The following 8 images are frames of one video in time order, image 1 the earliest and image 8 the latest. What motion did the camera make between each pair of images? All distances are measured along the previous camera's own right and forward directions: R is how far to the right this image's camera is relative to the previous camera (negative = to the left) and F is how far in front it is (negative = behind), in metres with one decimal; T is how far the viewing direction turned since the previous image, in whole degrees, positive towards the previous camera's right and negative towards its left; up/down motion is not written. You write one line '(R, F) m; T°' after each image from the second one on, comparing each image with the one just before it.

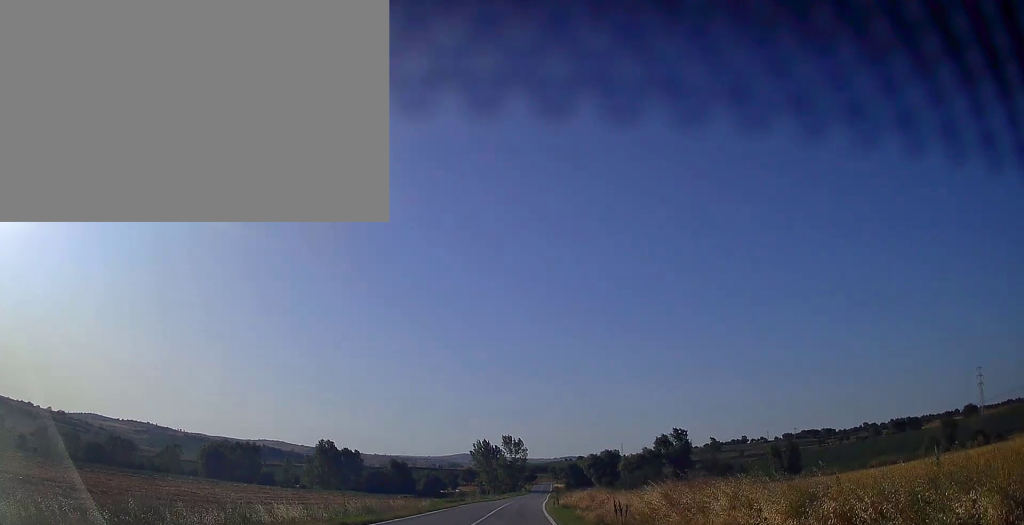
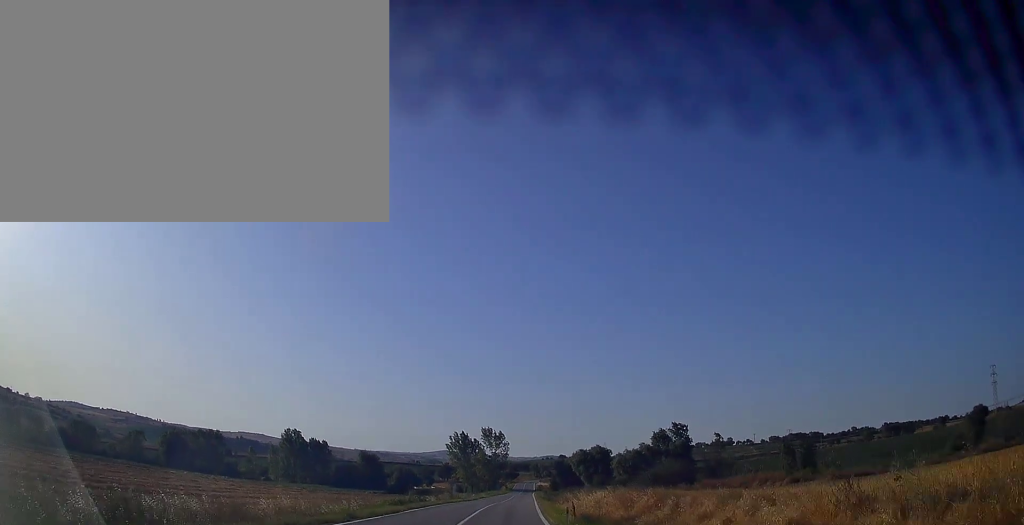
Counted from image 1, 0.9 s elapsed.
(+0.5, +18.3) m; +2°
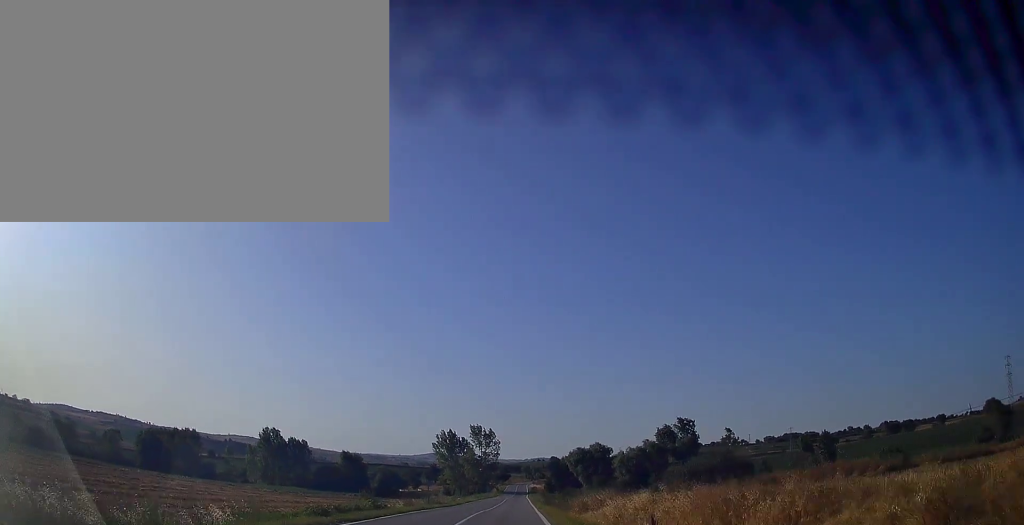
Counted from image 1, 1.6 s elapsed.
(+0.2, +13.1) m; +1°
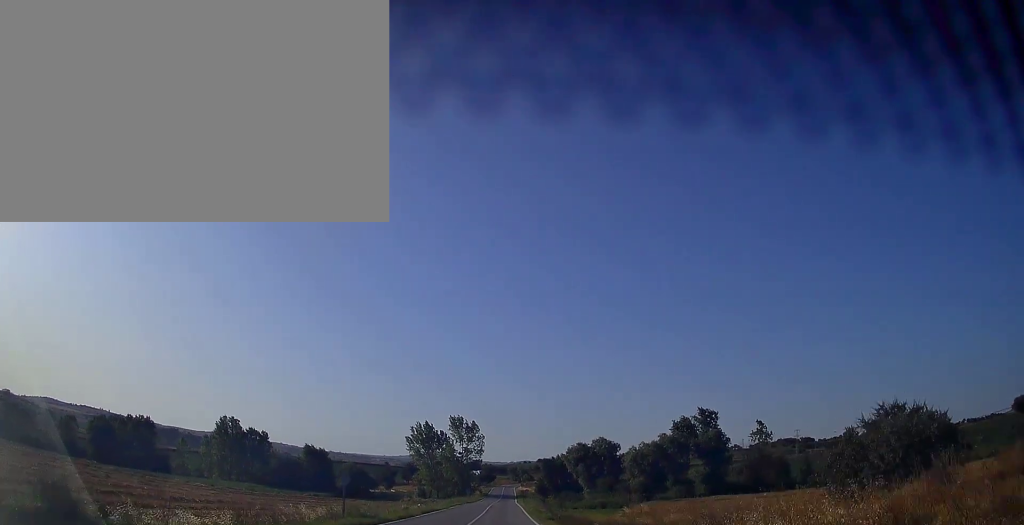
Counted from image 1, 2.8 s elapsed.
(+0.3, +24.4) m; +1°
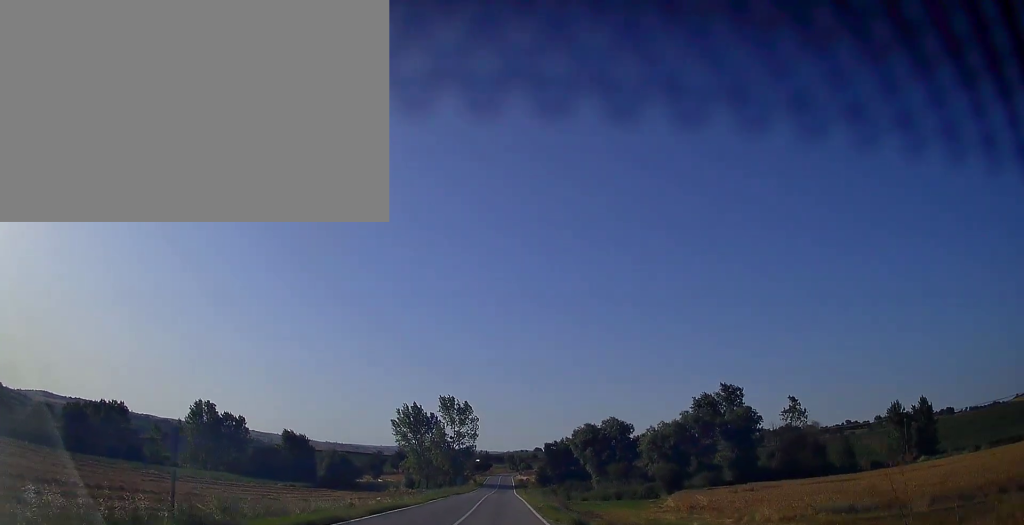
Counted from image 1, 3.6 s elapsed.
(+0.1, +15.2) m; +1°
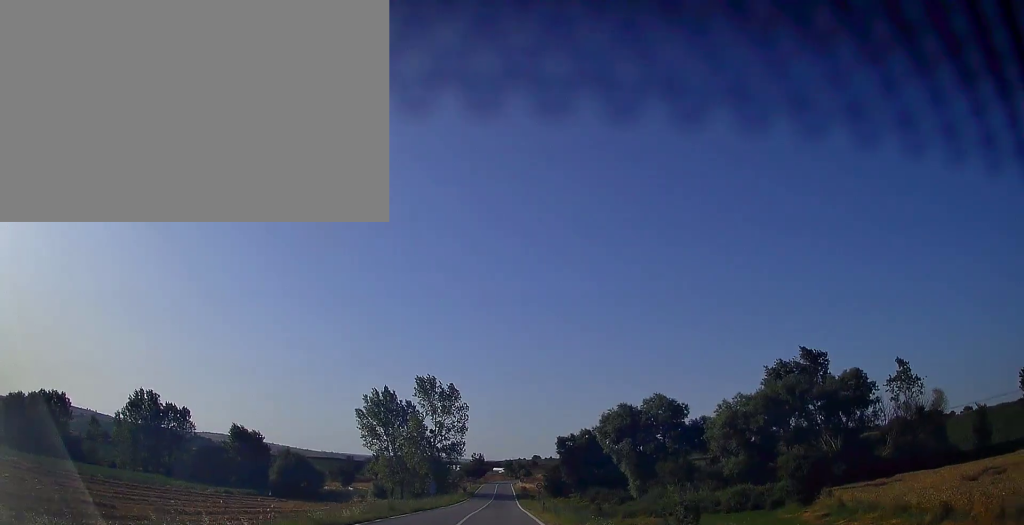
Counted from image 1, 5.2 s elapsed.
(+0.2, +31.2) m; +1°
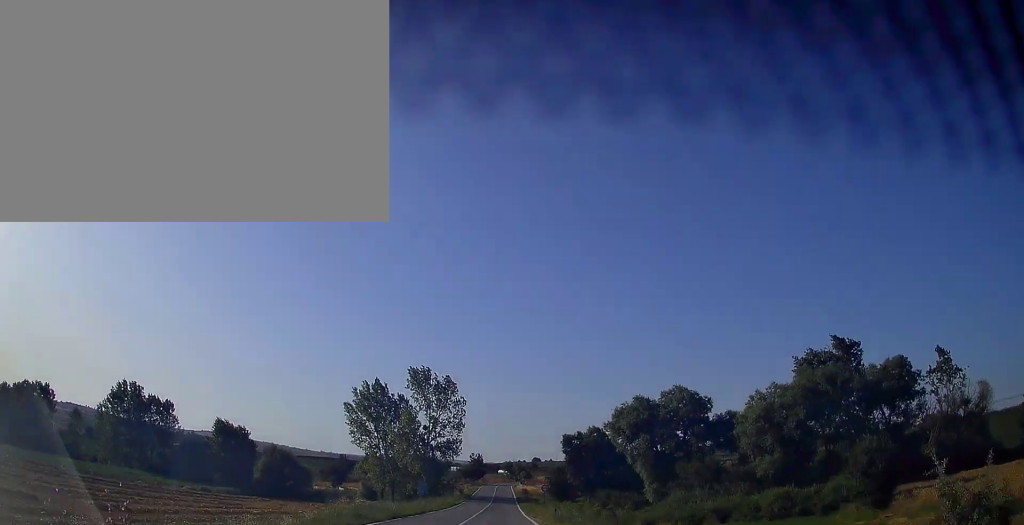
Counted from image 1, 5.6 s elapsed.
(0.0, +8.0) m; 0°
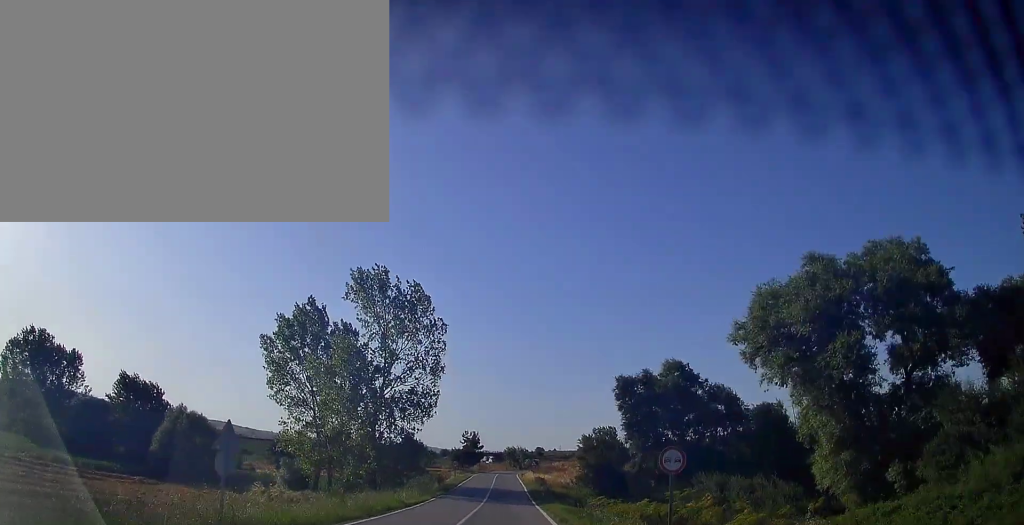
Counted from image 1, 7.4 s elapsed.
(+0.1, +36.2) m; 0°
